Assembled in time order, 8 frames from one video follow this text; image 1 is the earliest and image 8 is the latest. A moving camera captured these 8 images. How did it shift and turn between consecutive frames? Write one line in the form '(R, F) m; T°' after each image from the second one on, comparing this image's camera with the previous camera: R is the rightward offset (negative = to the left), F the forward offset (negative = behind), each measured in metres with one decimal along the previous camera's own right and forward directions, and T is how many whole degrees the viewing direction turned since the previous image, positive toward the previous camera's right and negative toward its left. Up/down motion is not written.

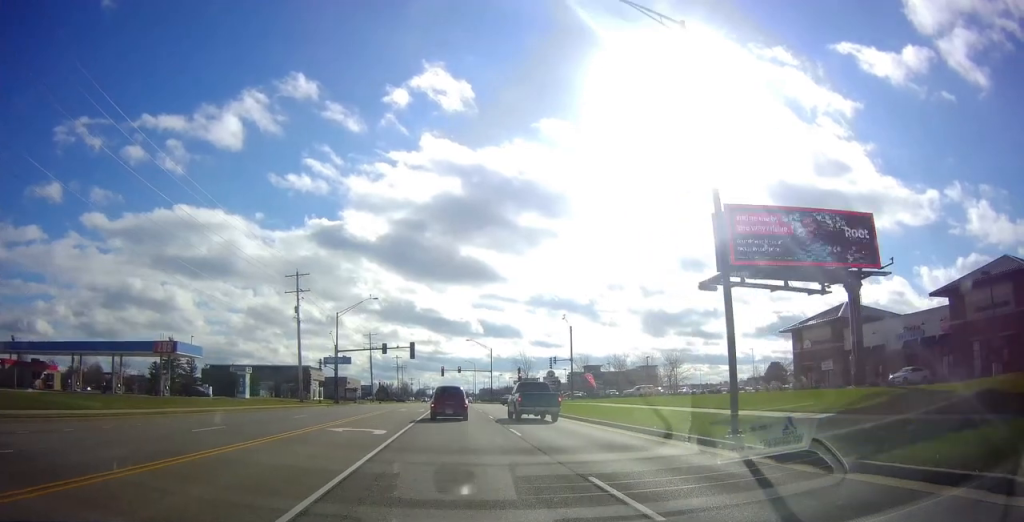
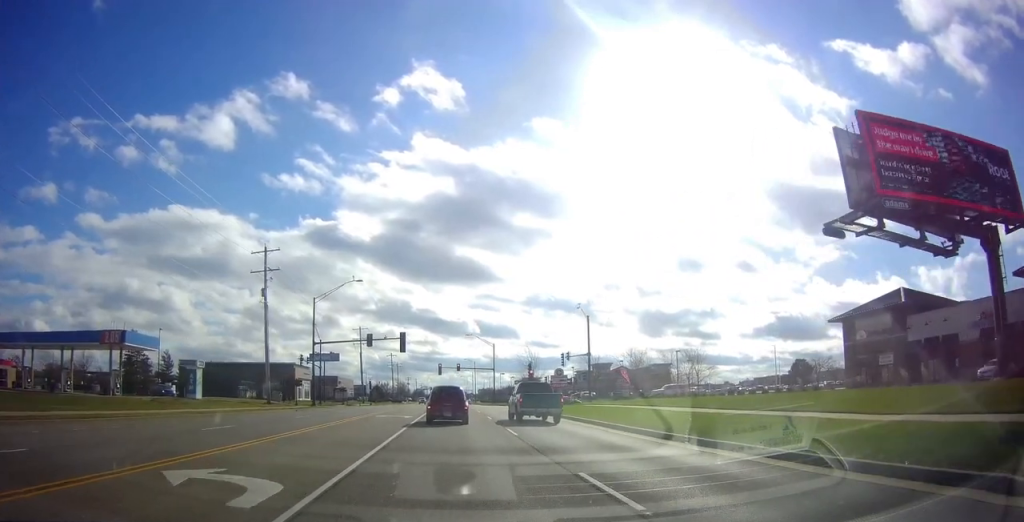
(0.0, +13.2) m; 0°
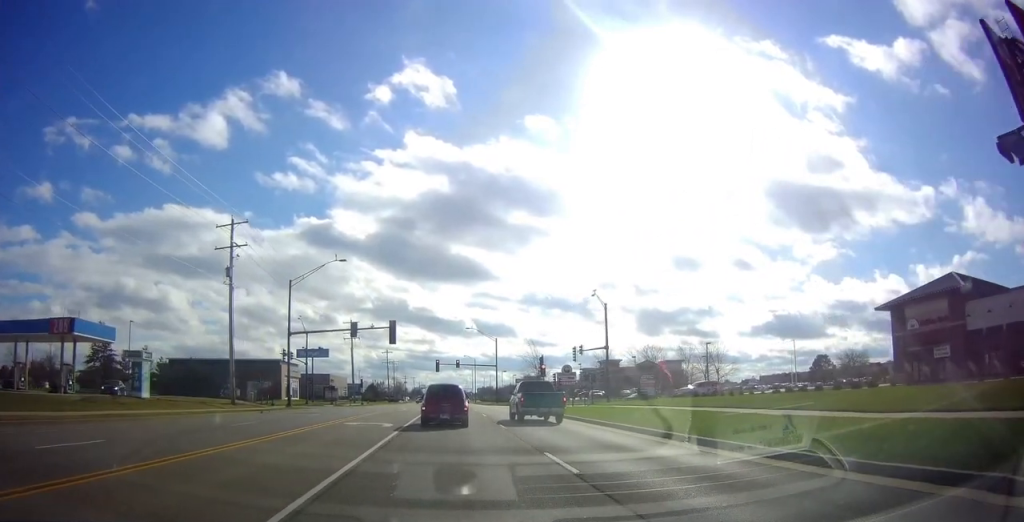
(0.0, +10.8) m; 0°
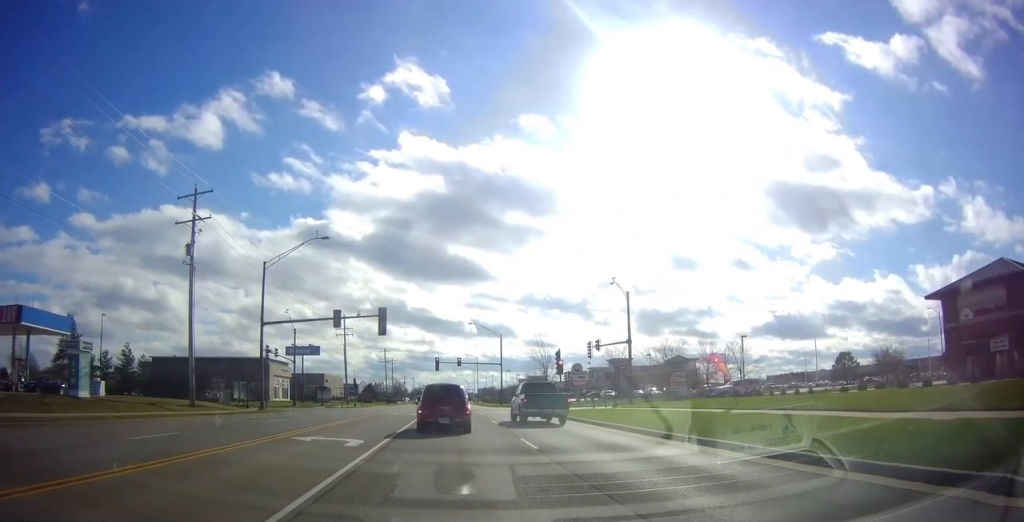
(0.0, +10.0) m; 0°
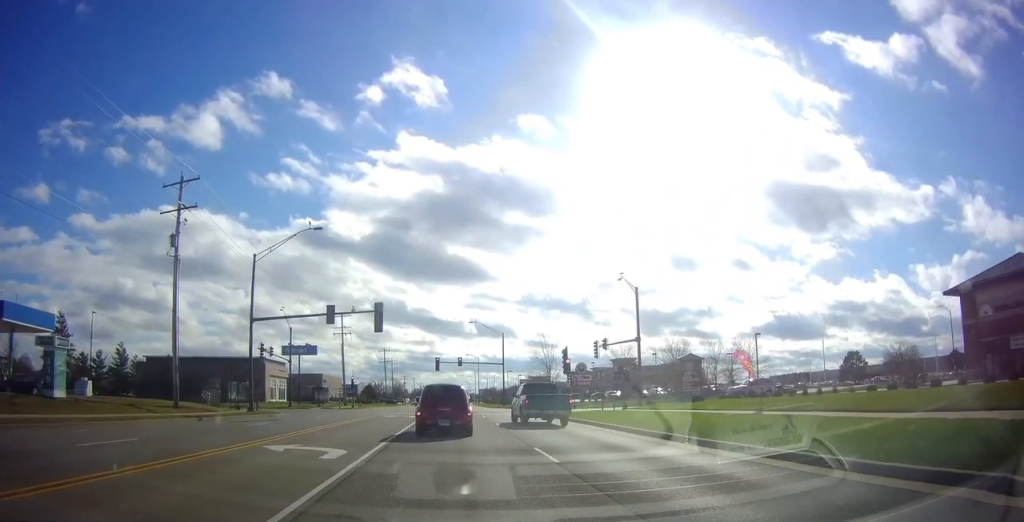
(0.0, +3.1) m; 0°
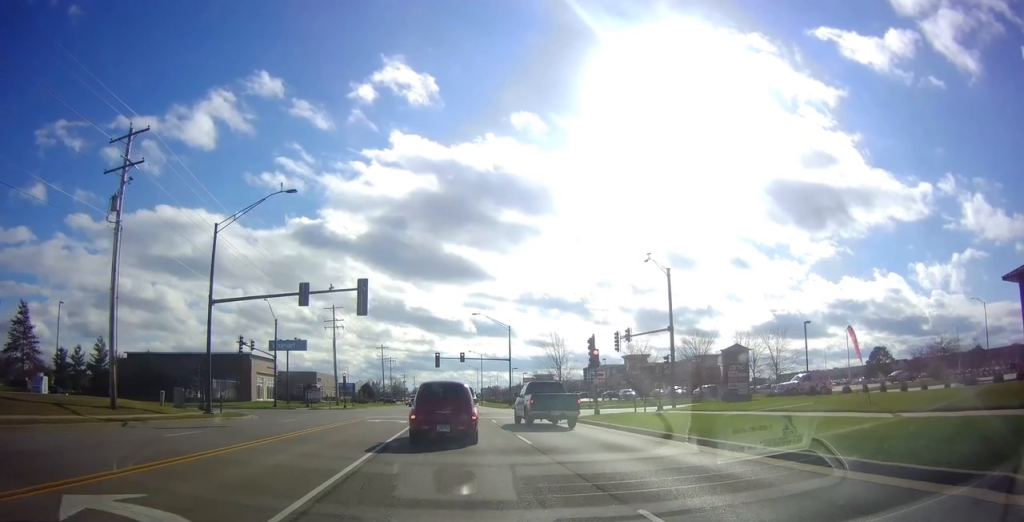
(0.0, +9.7) m; 0°
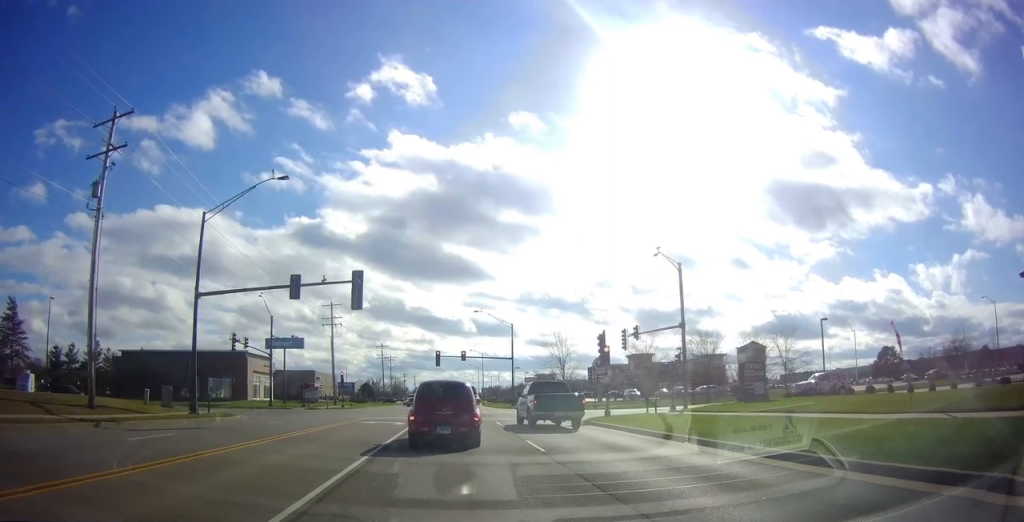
(0.0, +2.9) m; 0°
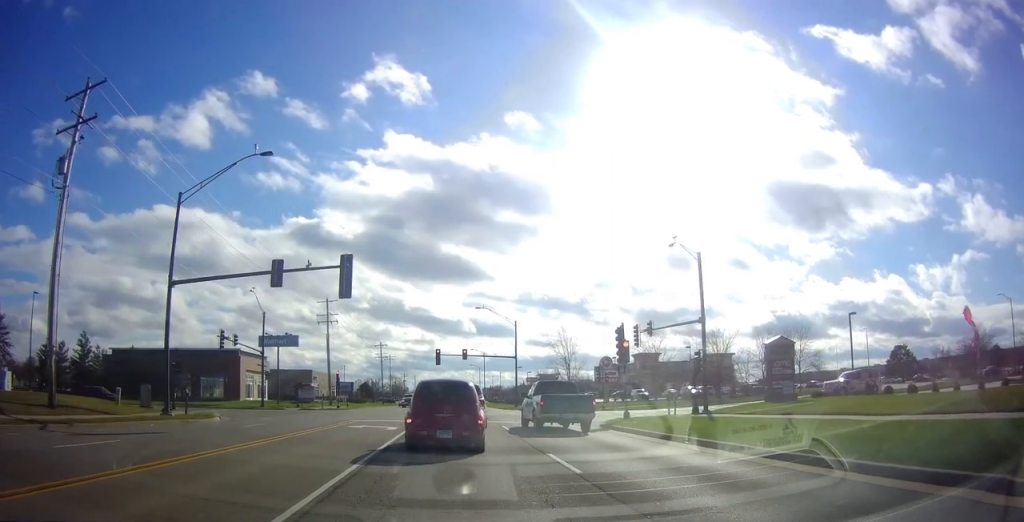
(0.0, +4.5) m; 0°
